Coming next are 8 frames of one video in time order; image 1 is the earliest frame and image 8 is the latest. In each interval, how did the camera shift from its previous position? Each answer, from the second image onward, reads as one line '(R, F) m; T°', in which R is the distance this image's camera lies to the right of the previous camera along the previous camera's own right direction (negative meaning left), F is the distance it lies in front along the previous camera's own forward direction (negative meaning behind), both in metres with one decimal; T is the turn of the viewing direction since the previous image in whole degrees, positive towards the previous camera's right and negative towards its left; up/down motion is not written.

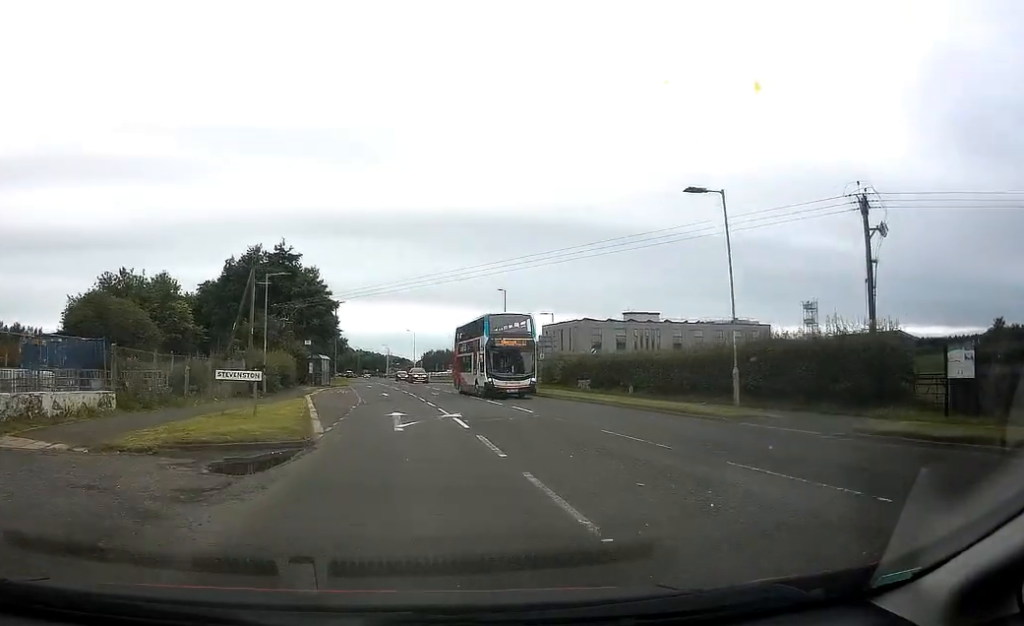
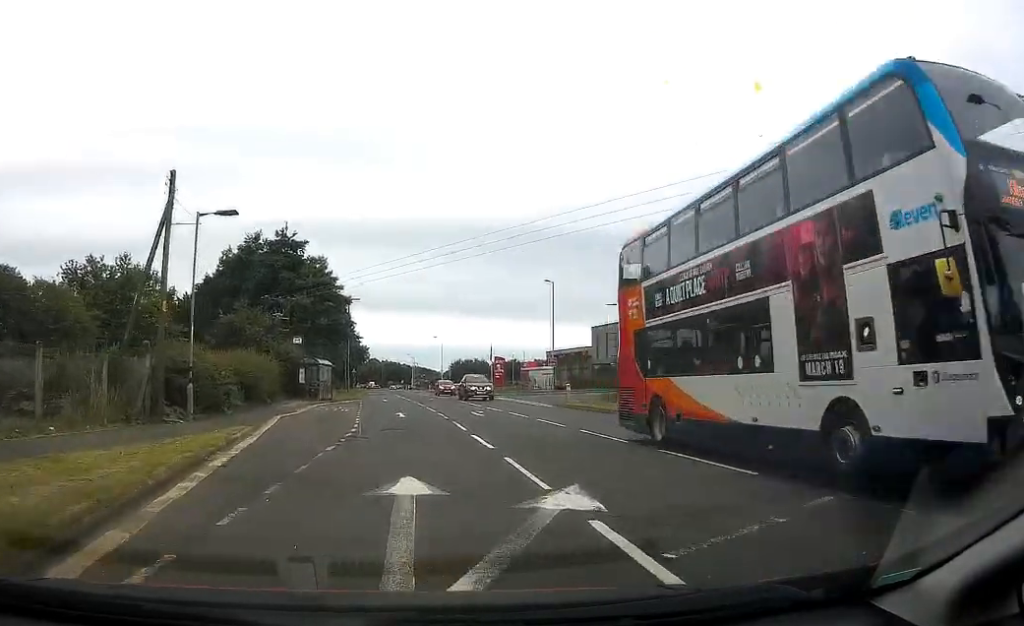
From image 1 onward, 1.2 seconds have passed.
(0.0, +14.8) m; -2°
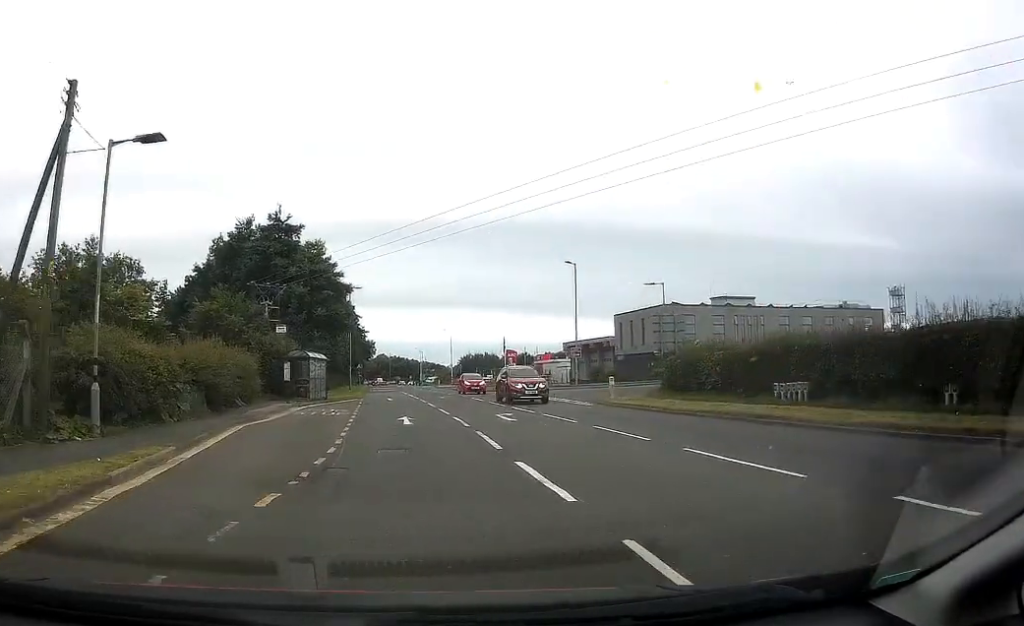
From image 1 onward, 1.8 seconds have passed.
(-0.2, +6.4) m; -2°
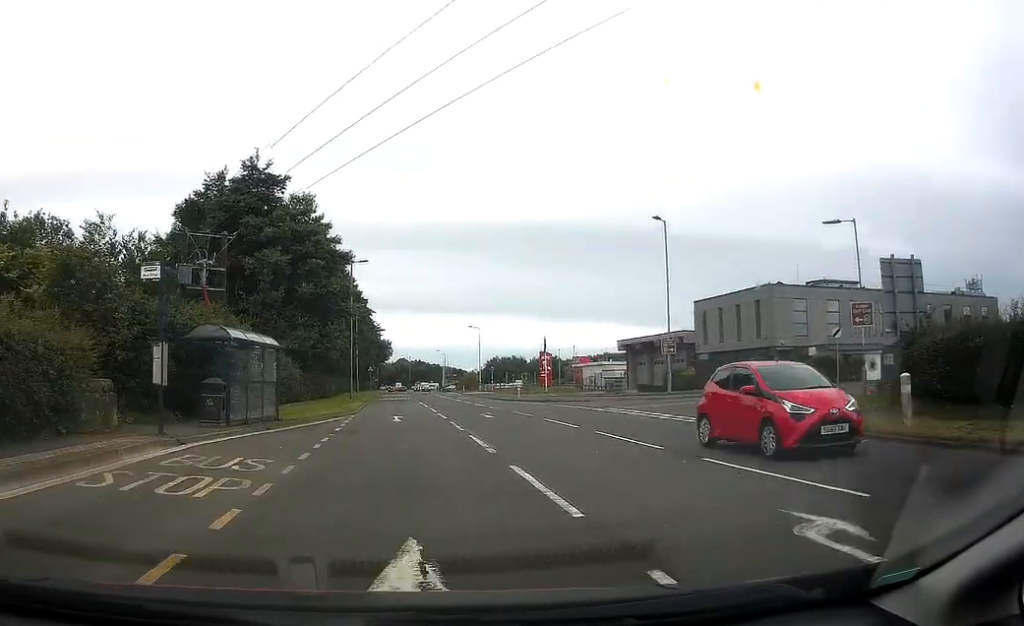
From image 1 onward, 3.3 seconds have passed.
(-0.8, +18.0) m; -2°
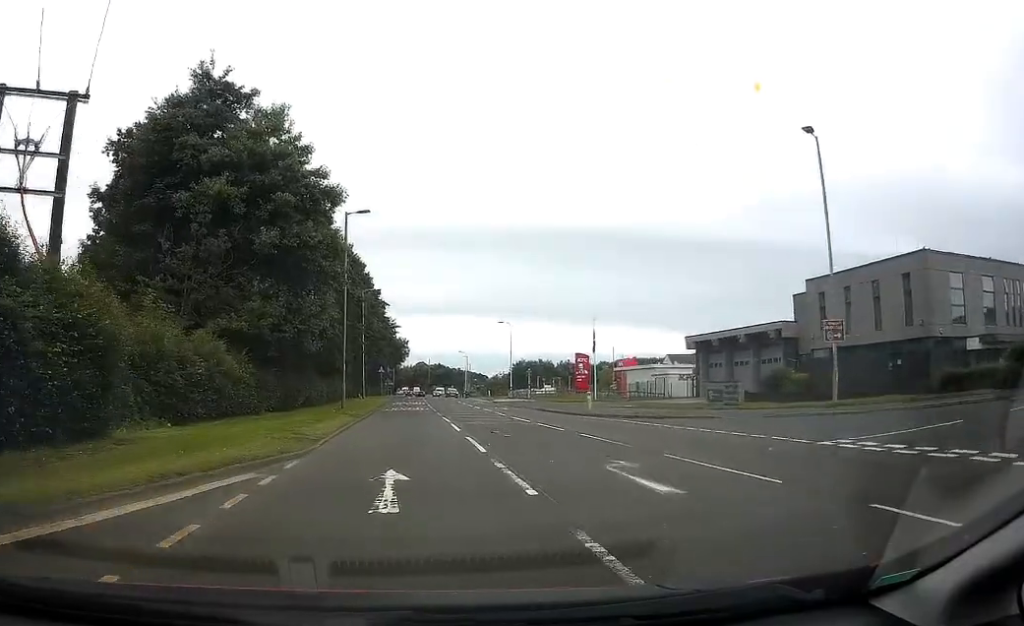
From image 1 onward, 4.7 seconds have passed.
(+0.1, +16.3) m; -1°
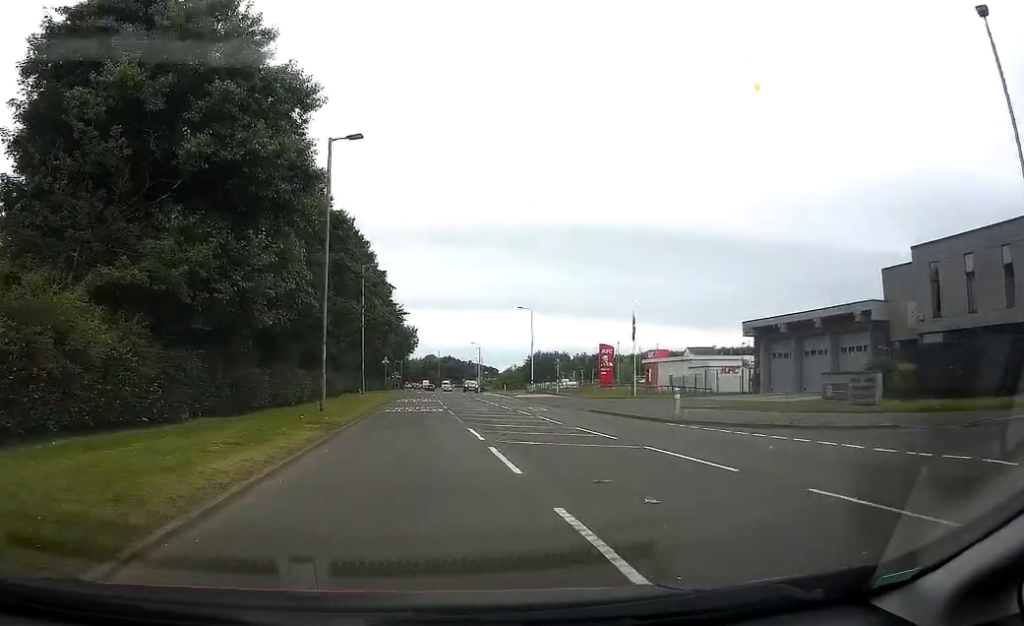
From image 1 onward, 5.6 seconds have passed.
(-0.2, +10.9) m; -1°
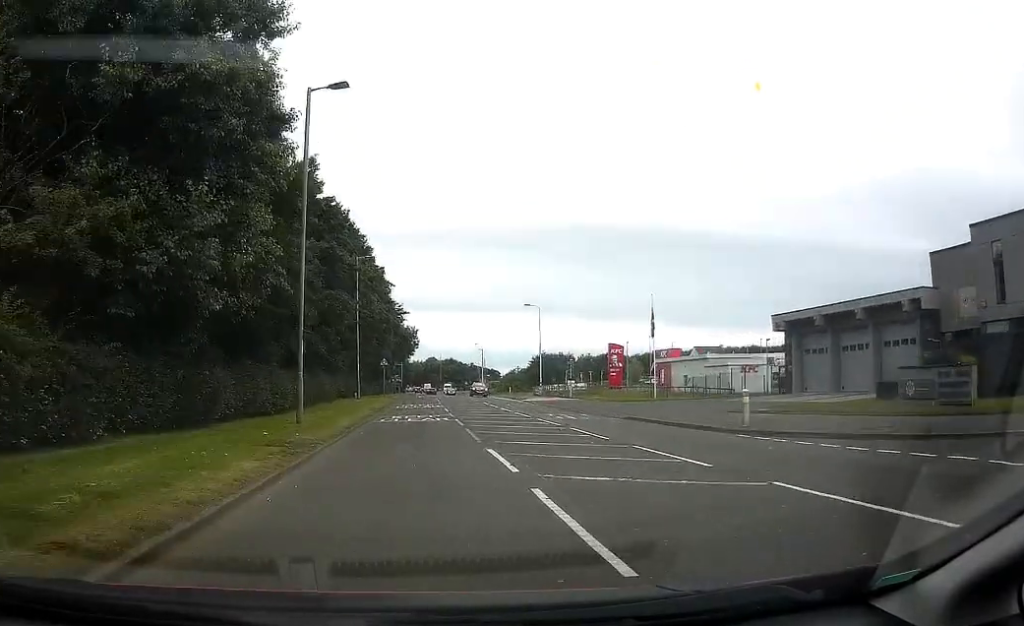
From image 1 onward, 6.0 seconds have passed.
(+0.1, +5.1) m; 0°
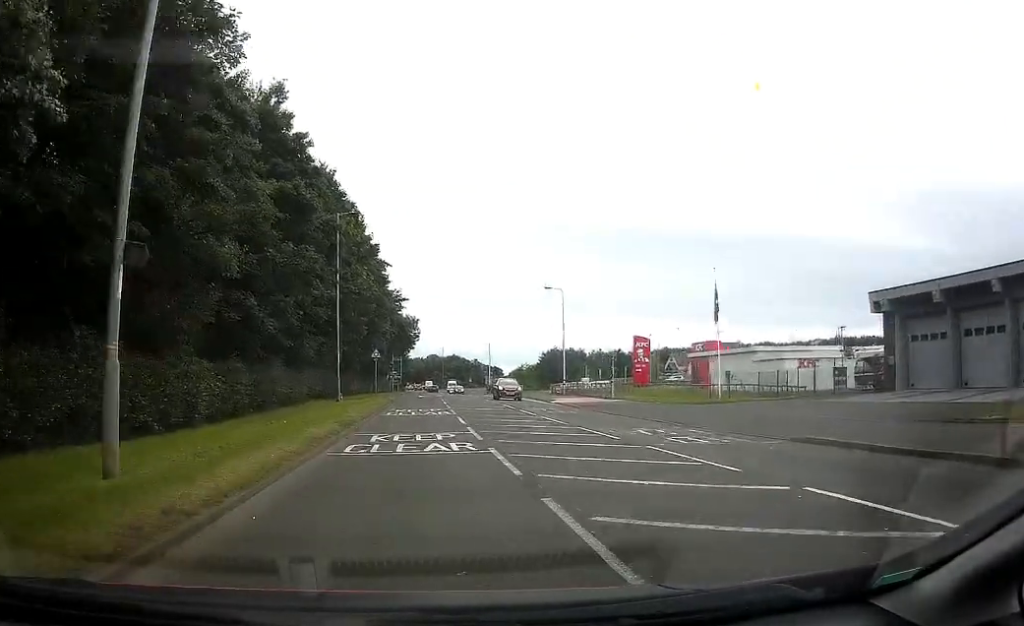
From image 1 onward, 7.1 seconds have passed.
(-0.3, +12.5) m; -1°
